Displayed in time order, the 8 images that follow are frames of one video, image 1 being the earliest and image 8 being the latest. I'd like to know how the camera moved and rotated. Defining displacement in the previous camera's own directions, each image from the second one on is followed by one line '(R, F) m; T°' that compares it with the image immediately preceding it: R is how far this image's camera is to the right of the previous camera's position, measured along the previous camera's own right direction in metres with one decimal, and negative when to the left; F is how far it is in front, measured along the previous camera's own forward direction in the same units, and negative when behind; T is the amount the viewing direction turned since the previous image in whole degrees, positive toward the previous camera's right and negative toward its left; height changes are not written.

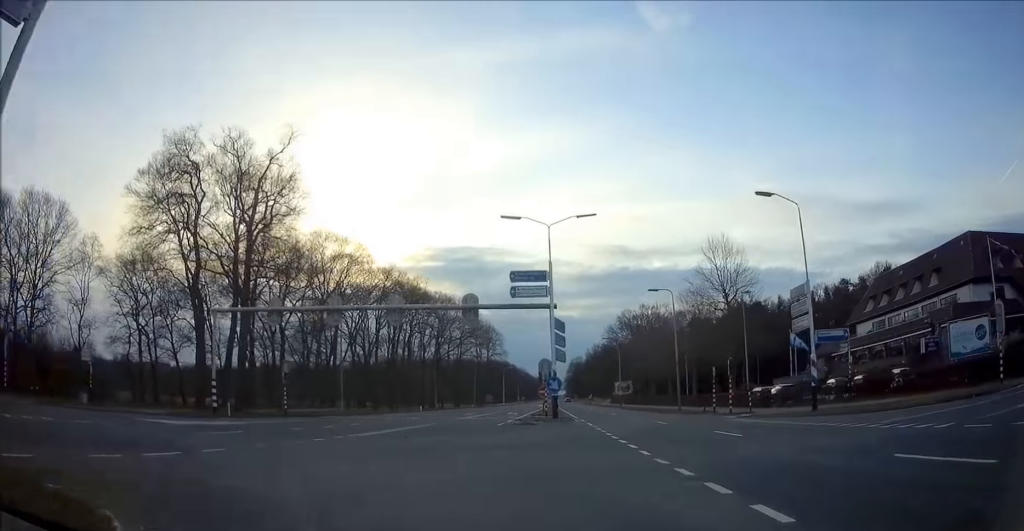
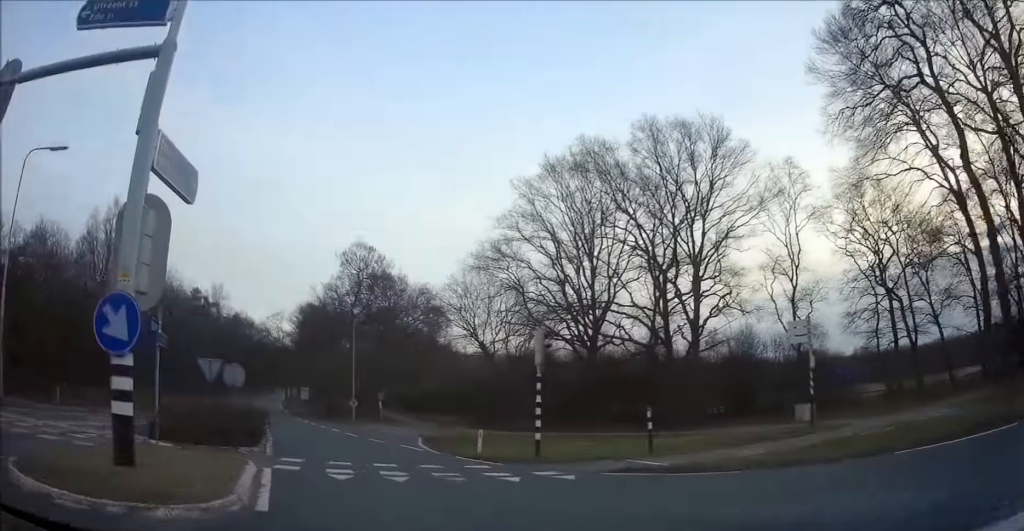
(-7.8, +18.0) m; -44°
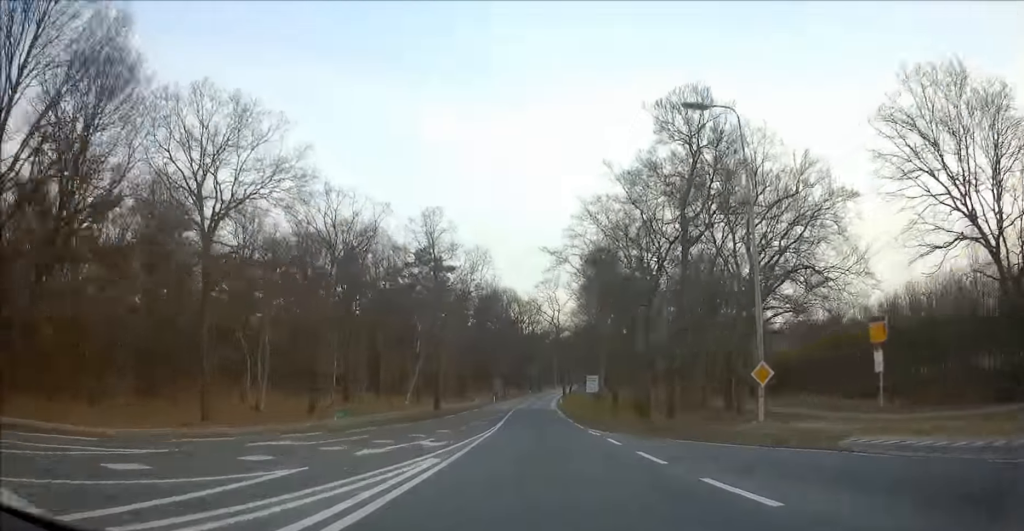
(-8.7, +33.2) m; -21°
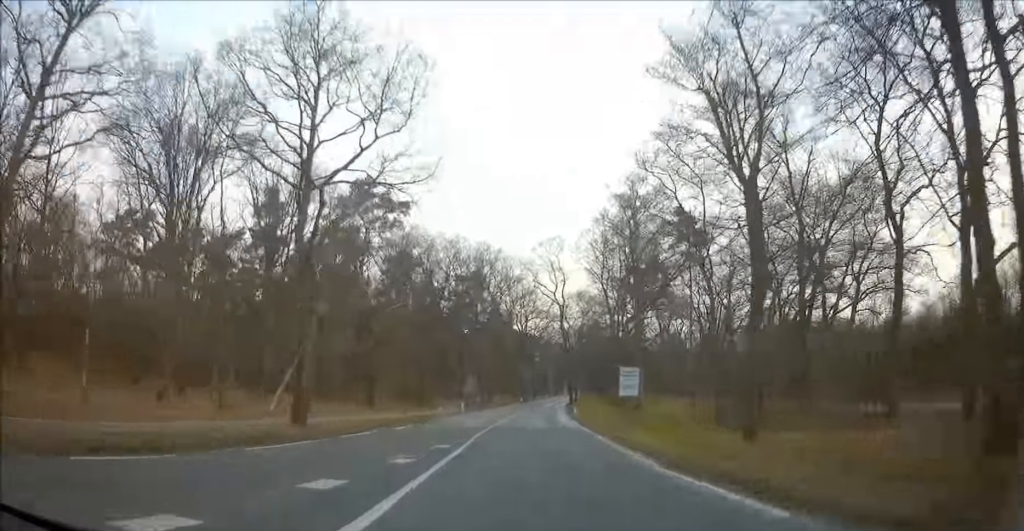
(-1.1, +31.3) m; -1°
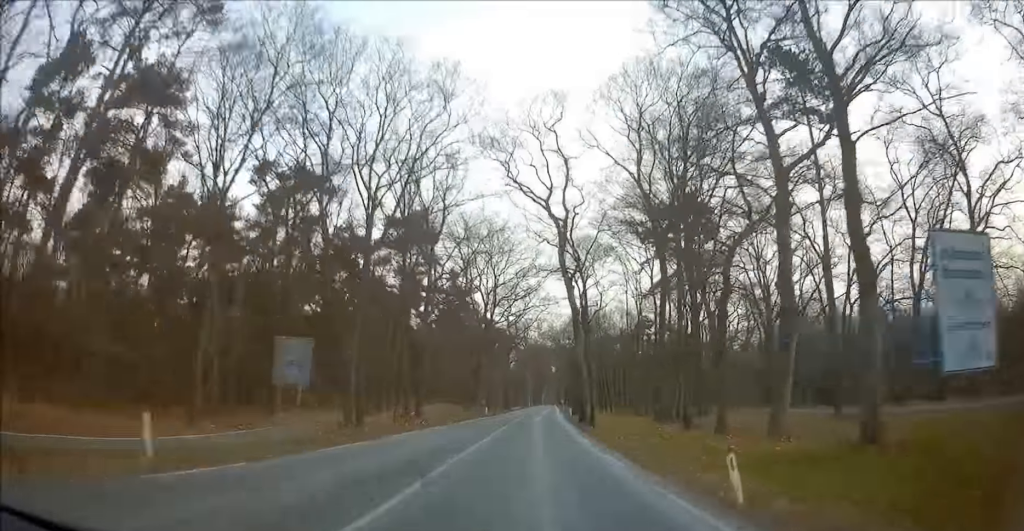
(+0.6, +36.1) m; +2°
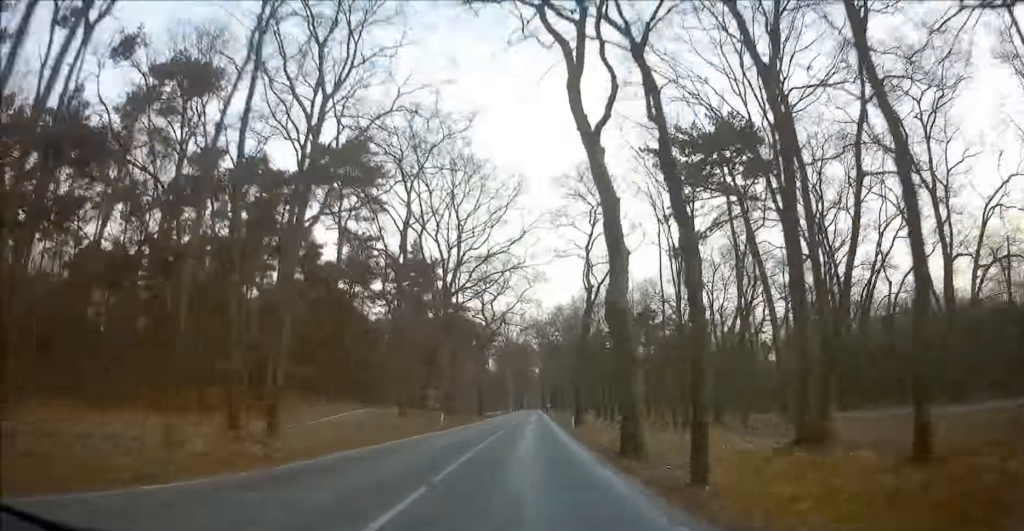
(+0.2, +20.9) m; +1°
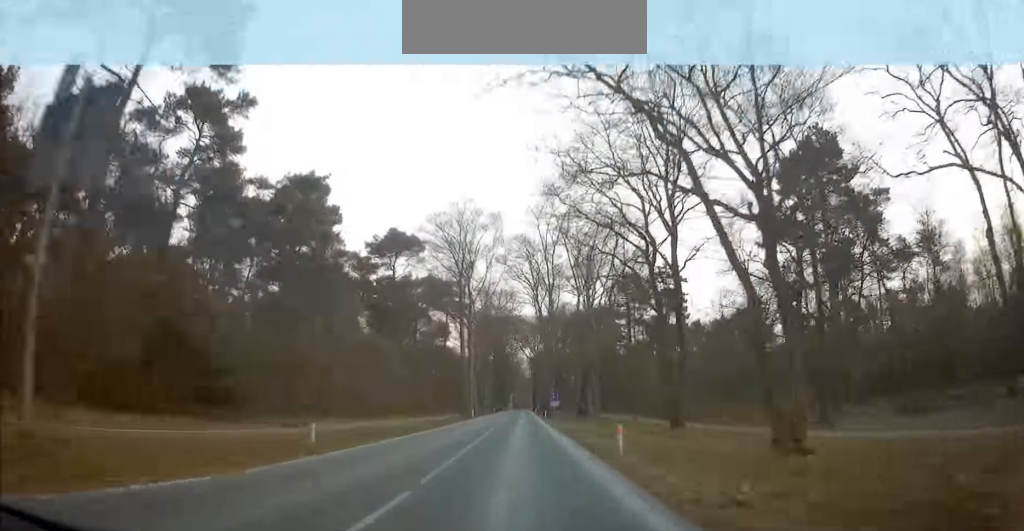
(+1.2, +72.2) m; +2°
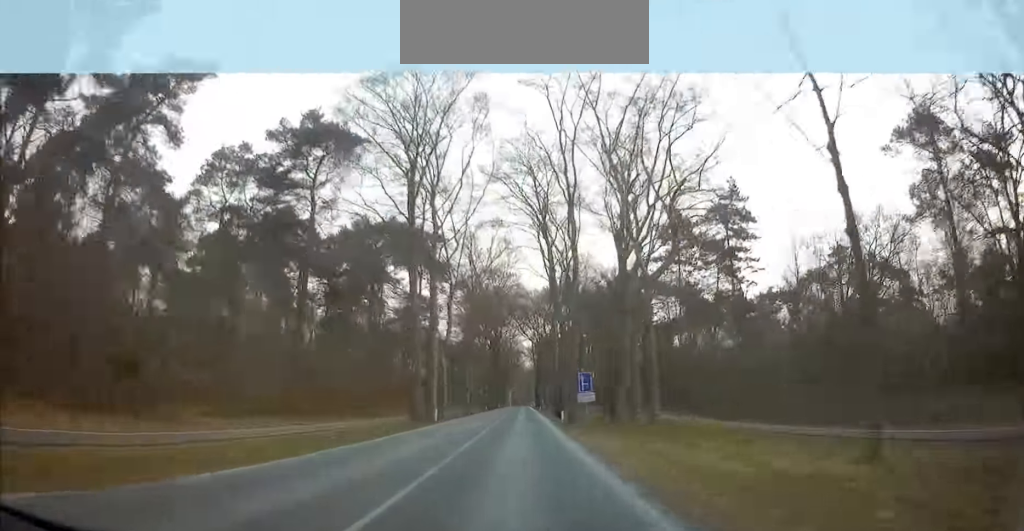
(+0.1, +27.7) m; 0°
